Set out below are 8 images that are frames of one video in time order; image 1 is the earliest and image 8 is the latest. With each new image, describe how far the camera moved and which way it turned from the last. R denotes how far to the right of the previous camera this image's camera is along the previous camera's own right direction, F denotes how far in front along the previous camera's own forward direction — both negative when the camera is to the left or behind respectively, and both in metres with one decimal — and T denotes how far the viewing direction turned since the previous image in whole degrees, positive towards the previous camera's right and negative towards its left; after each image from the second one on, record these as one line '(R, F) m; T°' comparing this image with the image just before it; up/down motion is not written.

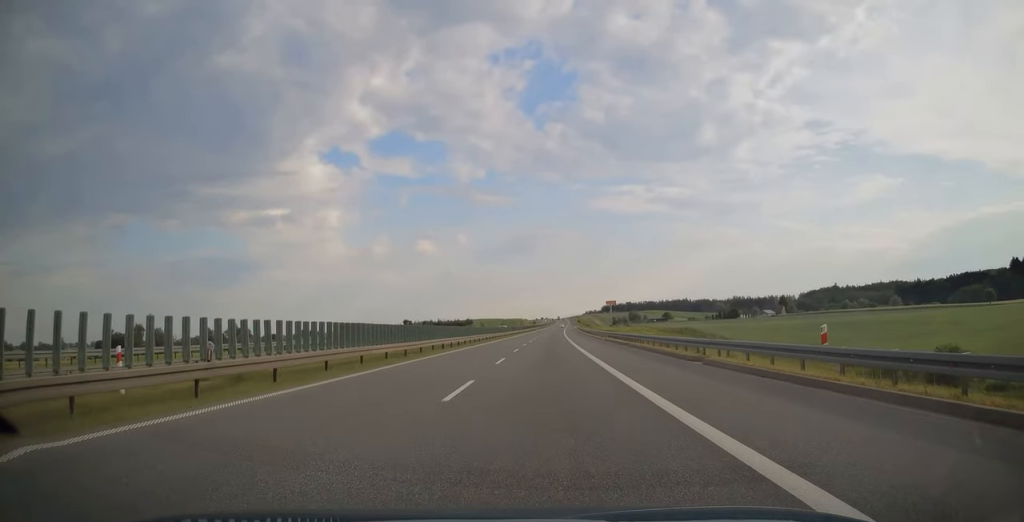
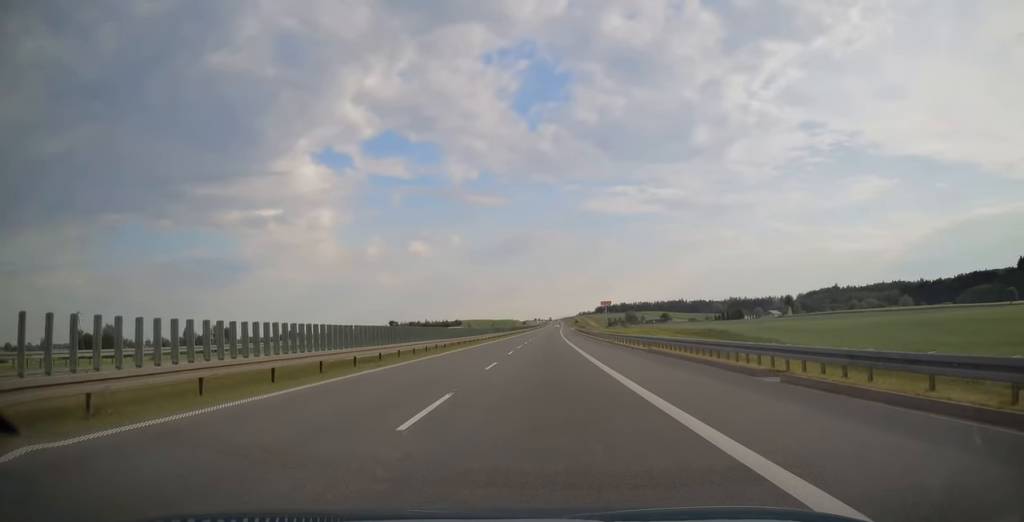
(+0.2, +27.2) m; +1°
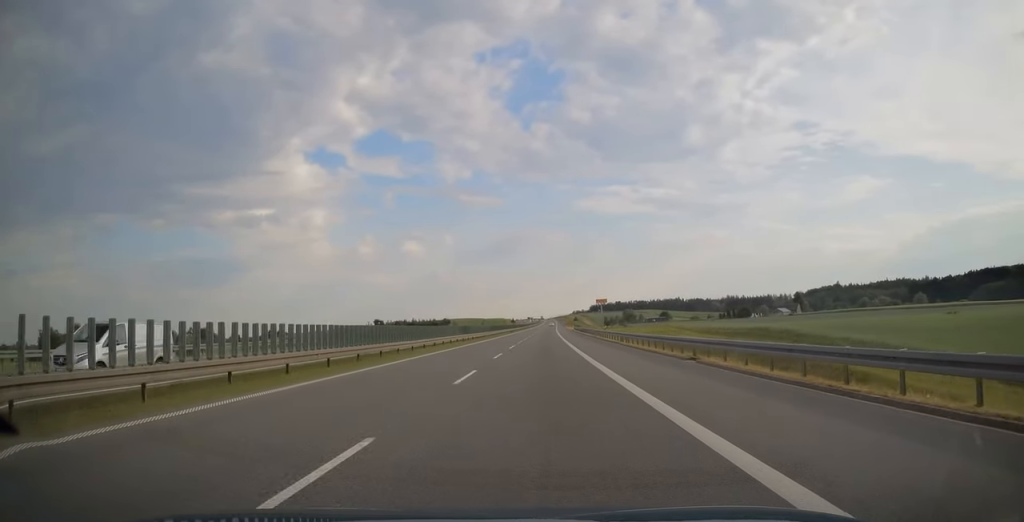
(+0.2, +29.4) m; +1°
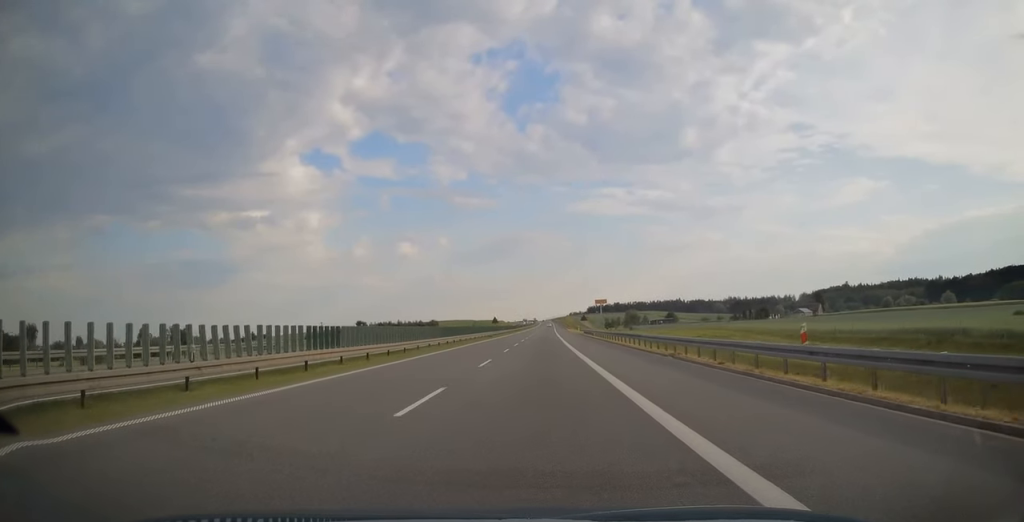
(+0.3, +41.4) m; +1°
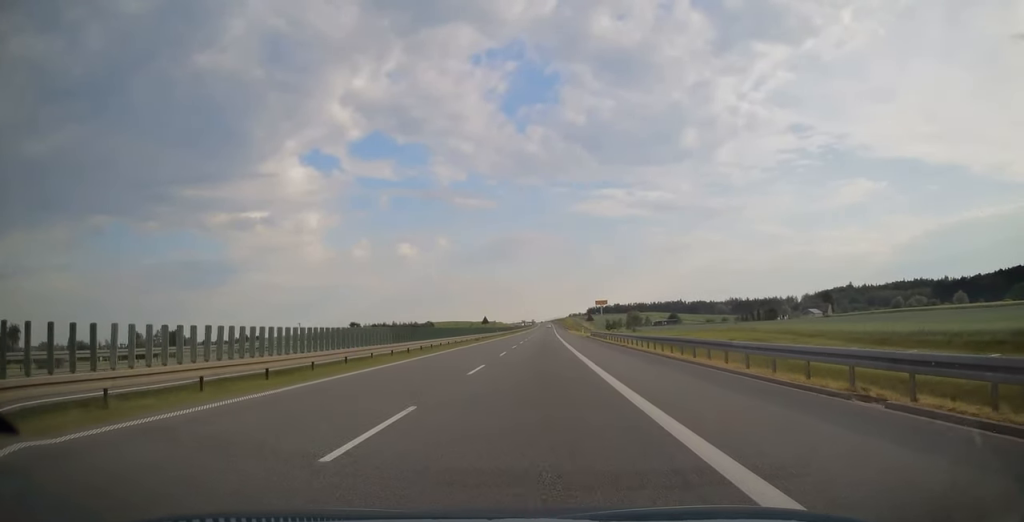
(0.0, +15.3) m; 0°
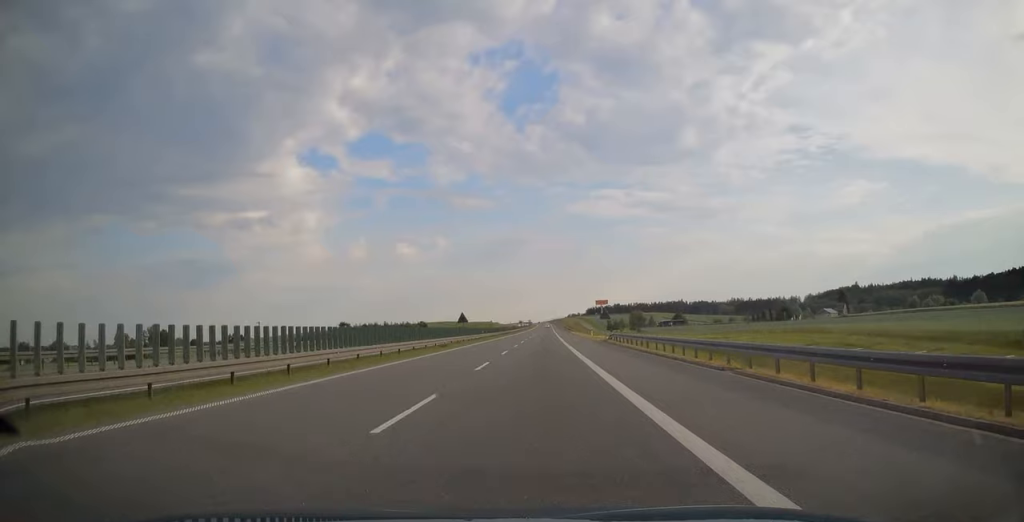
(0.0, +22.3) m; 0°
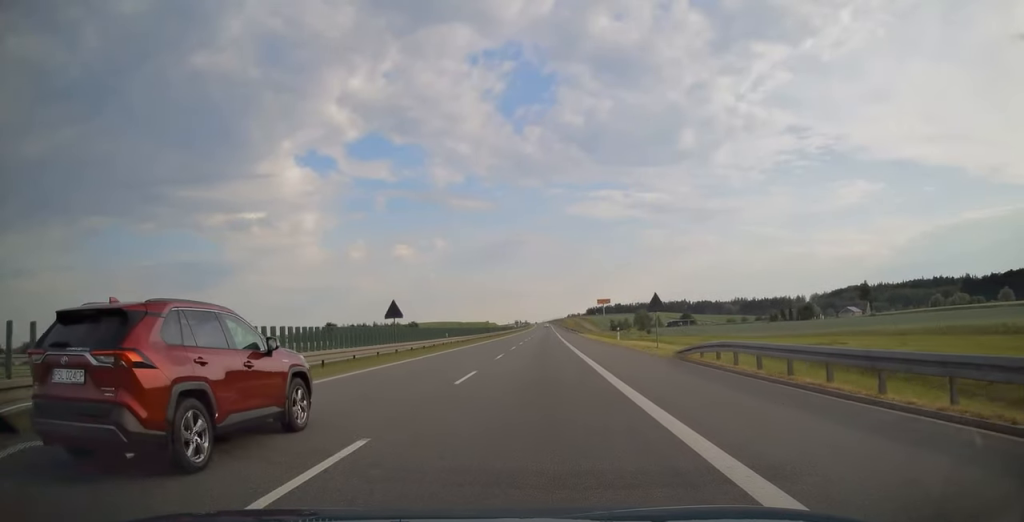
(0.0, +28.9) m; 0°
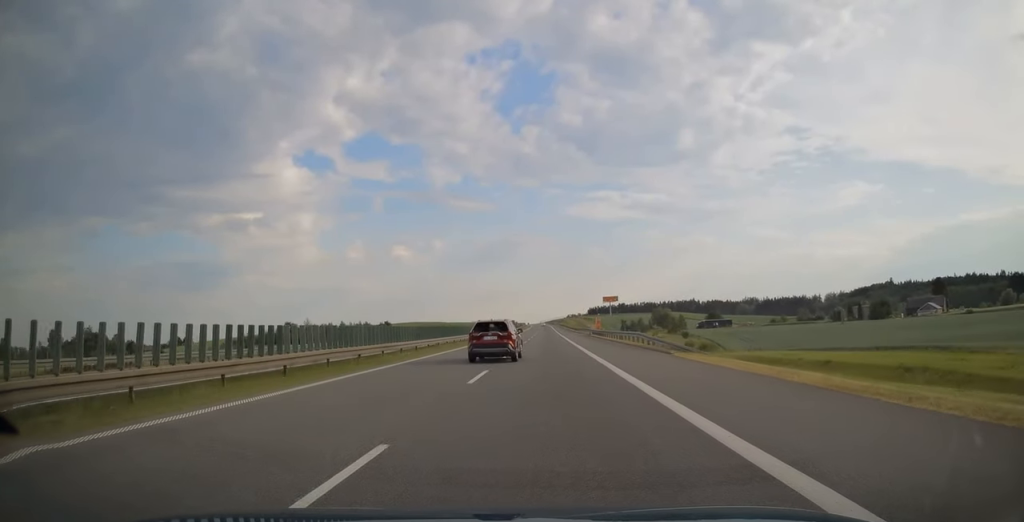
(+0.1, +72.2) m; 0°
